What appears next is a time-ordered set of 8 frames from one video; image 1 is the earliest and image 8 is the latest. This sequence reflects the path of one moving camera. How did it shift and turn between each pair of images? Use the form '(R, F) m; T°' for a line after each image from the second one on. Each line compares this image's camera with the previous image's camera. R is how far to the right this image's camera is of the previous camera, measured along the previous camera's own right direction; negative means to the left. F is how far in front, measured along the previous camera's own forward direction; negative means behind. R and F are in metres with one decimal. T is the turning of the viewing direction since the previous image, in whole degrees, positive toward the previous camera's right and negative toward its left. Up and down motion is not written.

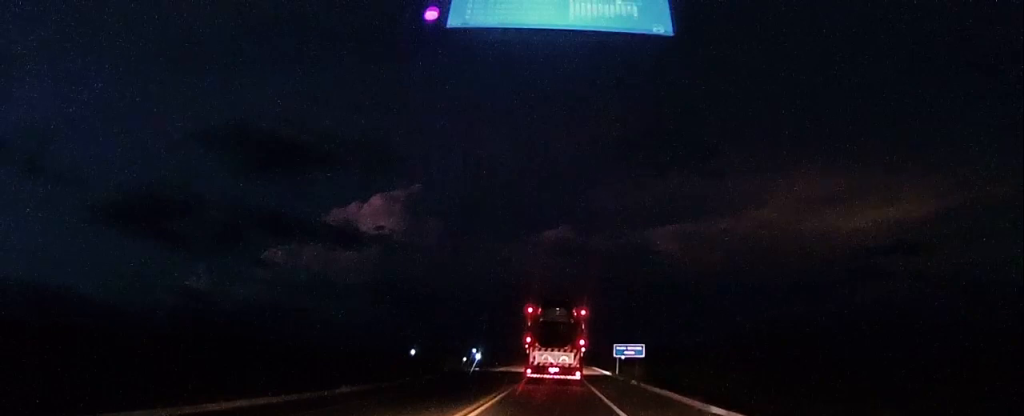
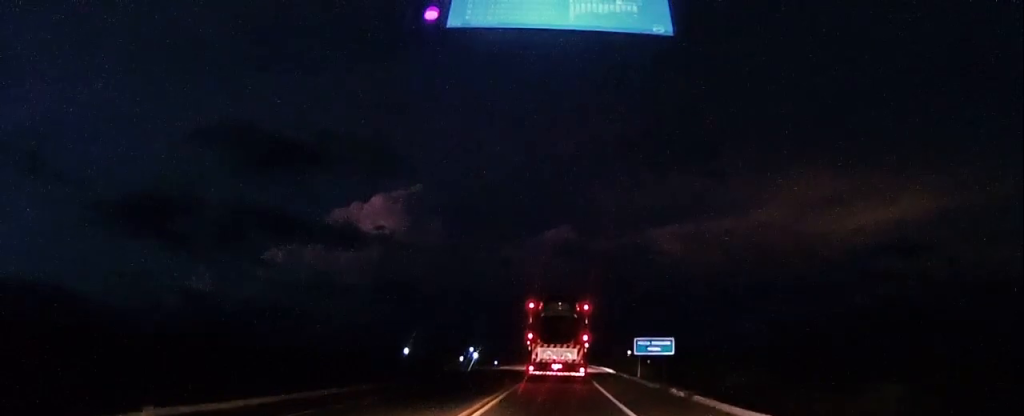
(+0.1, +13.8) m; 0°
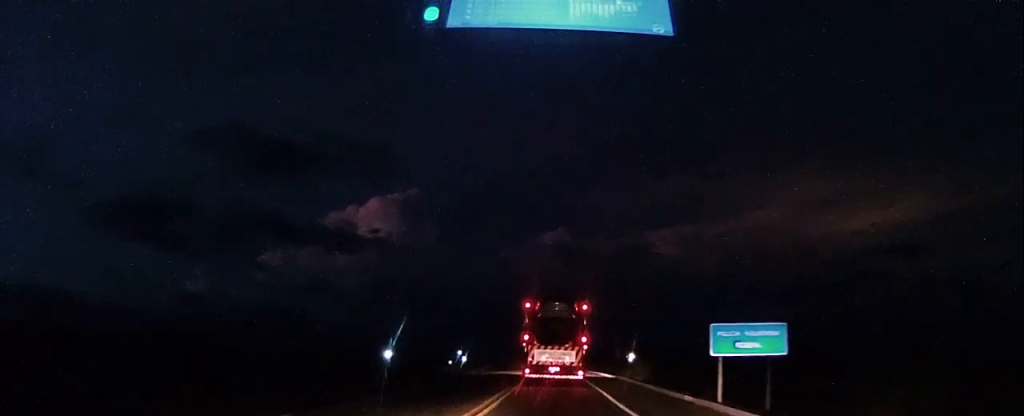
(-0.3, +23.0) m; -2°
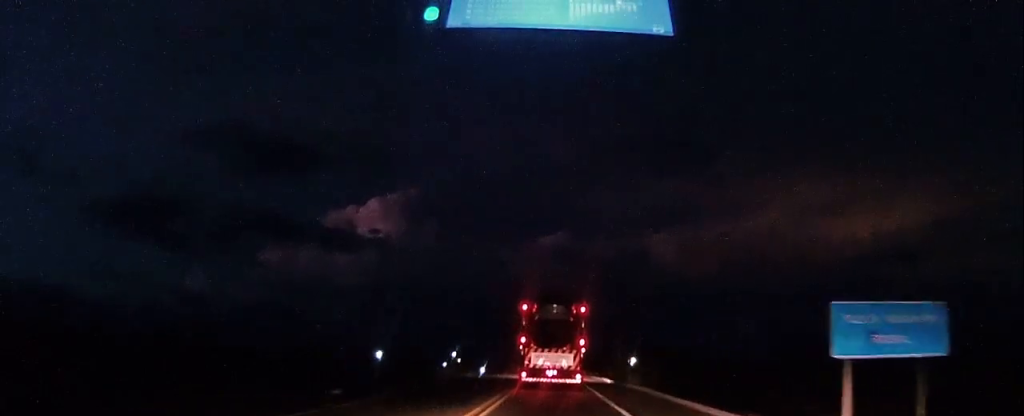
(-0.3, +10.4) m; 0°
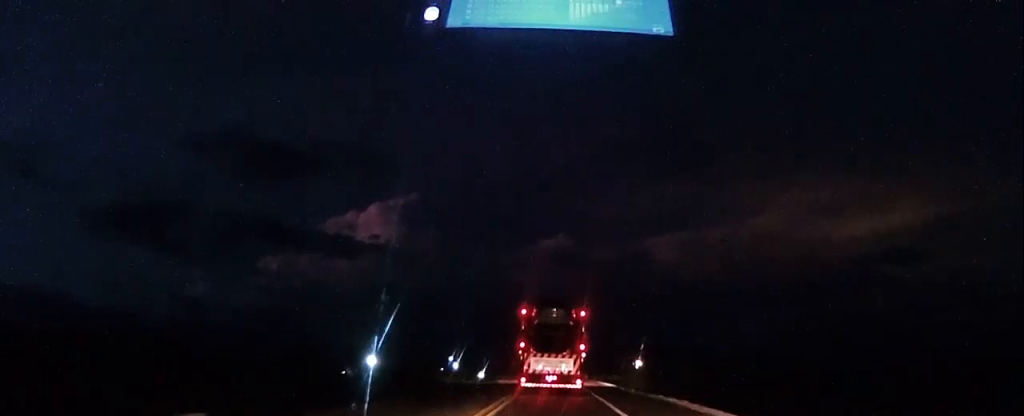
(+0.5, +11.3) m; +3°
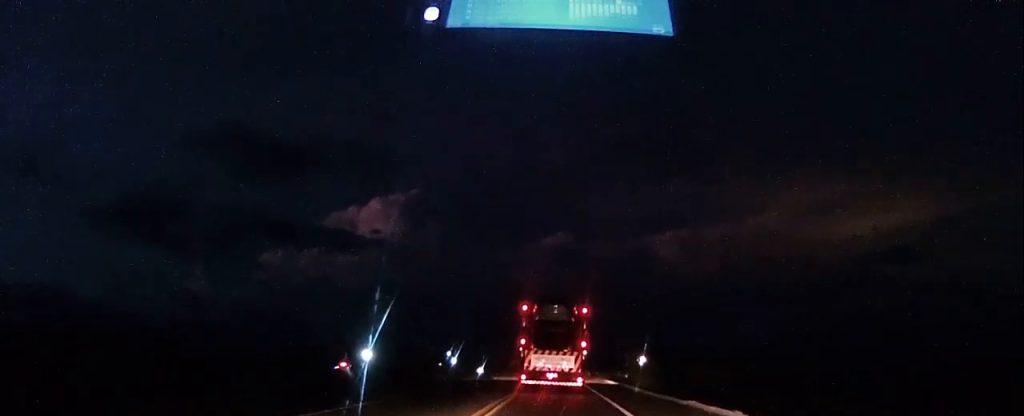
(+0.1, +7.3) m; 0°
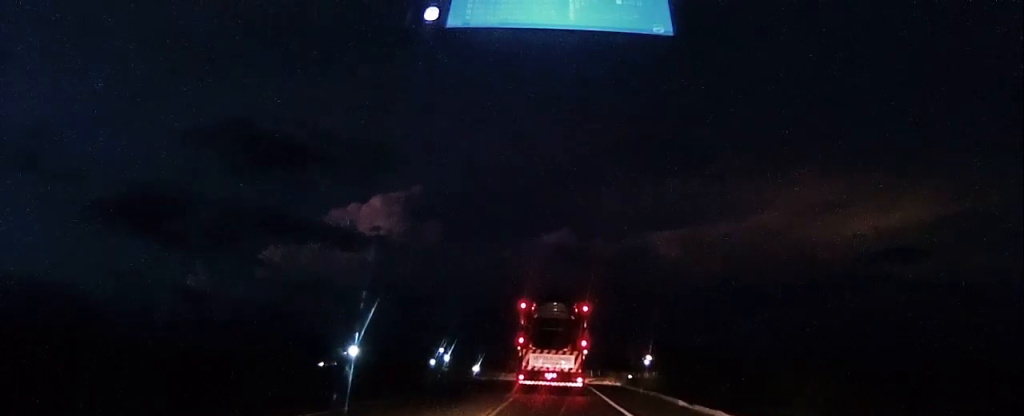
(-0.3, +14.3) m; -3°
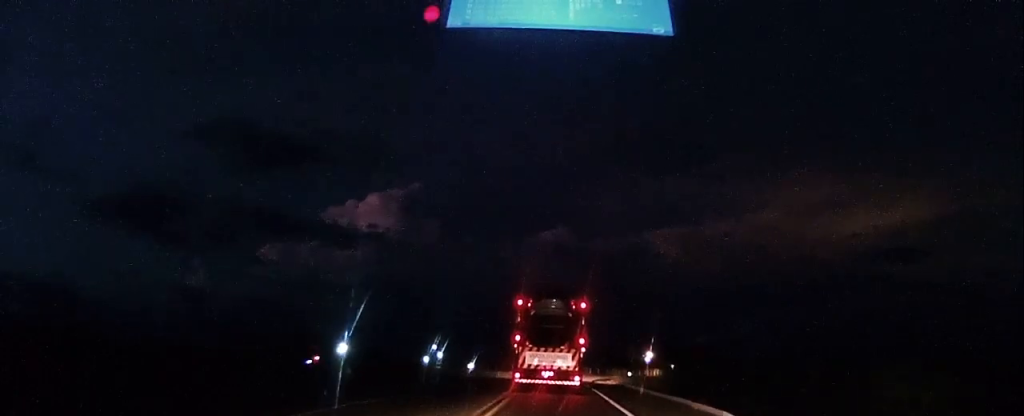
(-0.1, +7.4) m; -1°
